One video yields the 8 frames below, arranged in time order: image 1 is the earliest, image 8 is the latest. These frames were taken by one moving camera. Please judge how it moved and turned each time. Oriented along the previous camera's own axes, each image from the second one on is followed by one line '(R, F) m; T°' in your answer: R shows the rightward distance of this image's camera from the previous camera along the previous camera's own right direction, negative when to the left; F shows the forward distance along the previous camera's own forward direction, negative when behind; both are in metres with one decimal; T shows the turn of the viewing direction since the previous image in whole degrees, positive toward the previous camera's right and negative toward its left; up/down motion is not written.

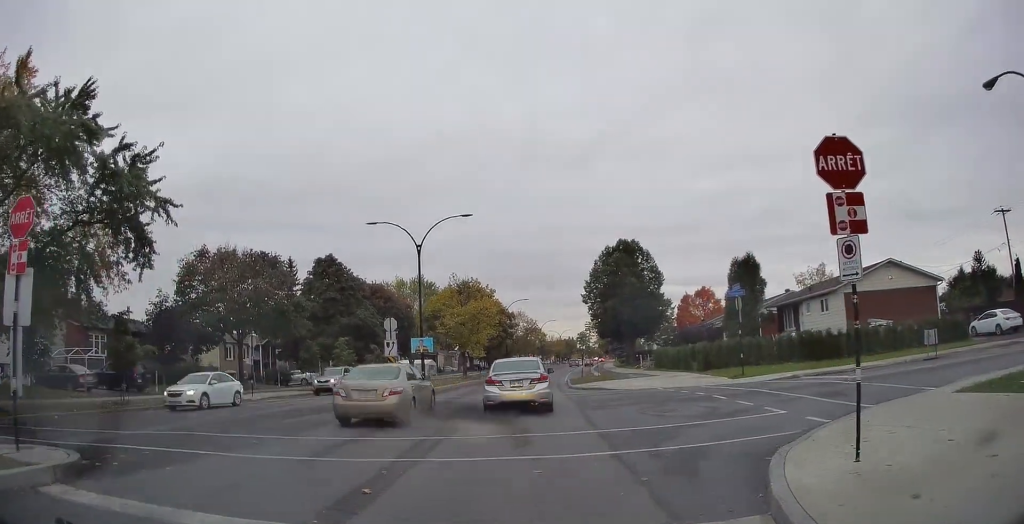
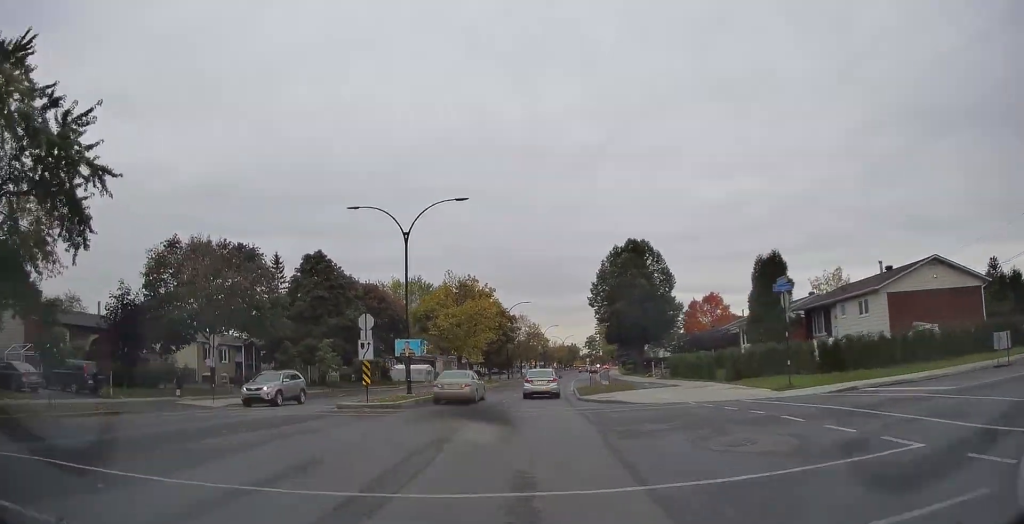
(-0.2, +7.8) m; -1°
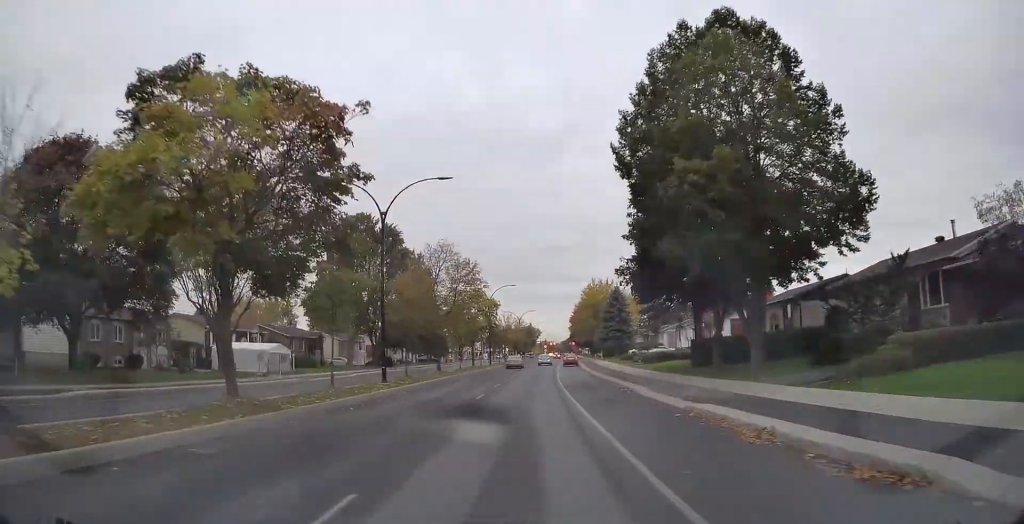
(+0.9, +48.8) m; +3°
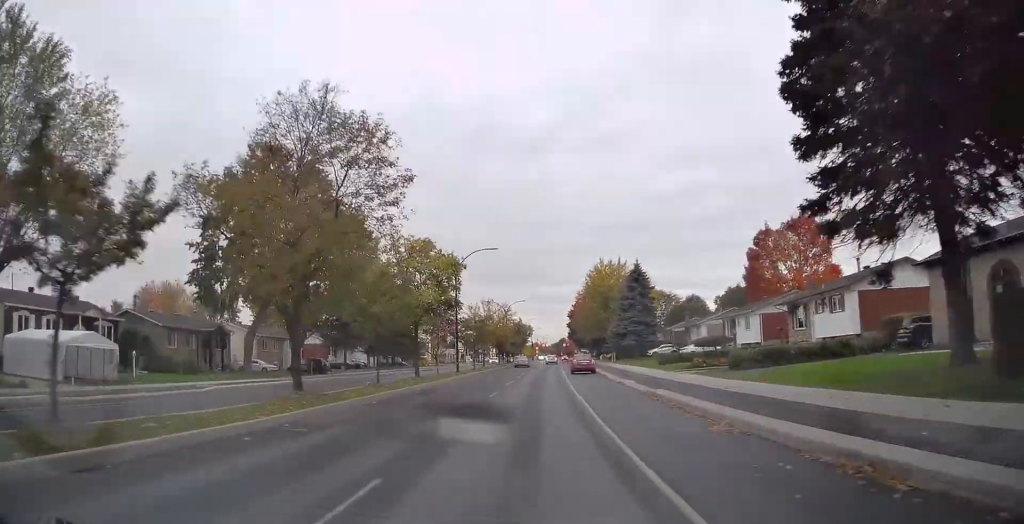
(+0.3, +24.2) m; +1°
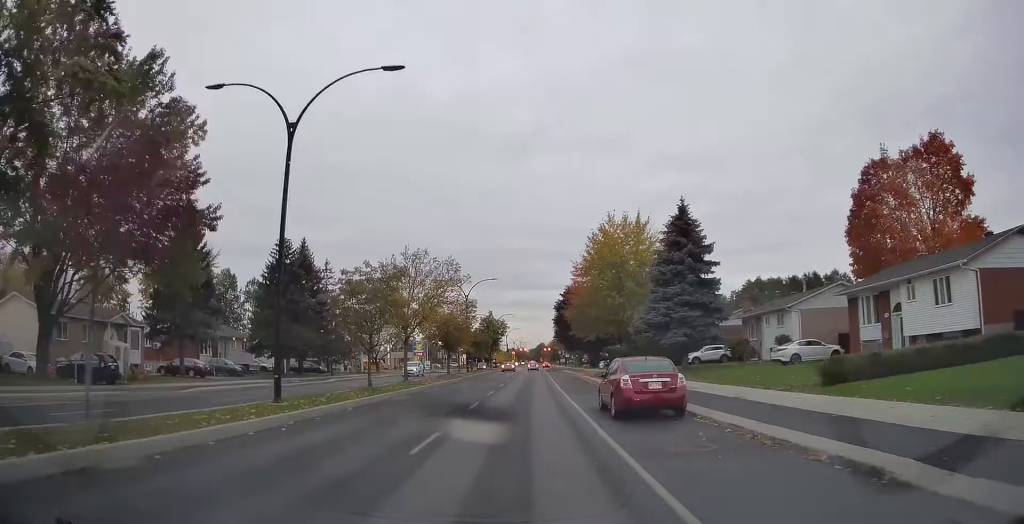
(+0.3, +28.6) m; +1°
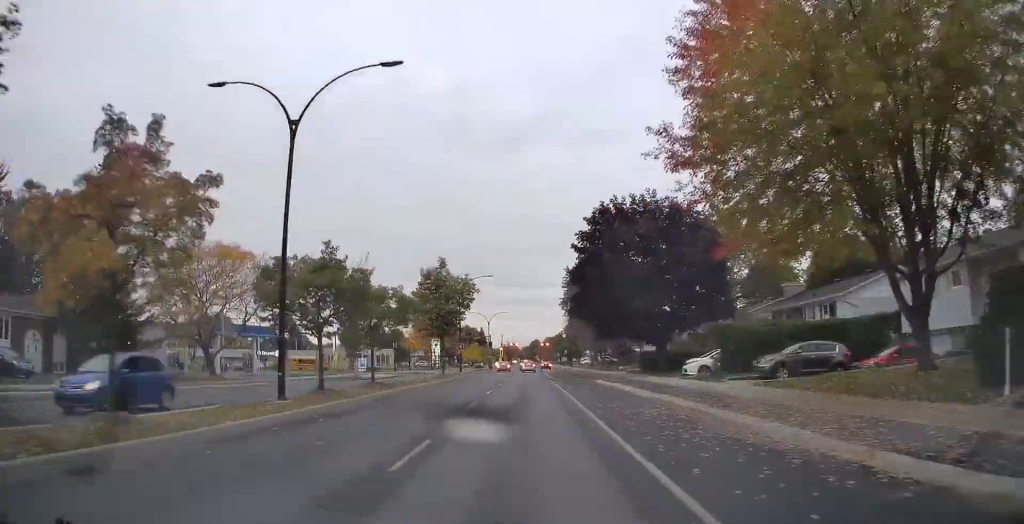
(+0.3, +43.2) m; 0°
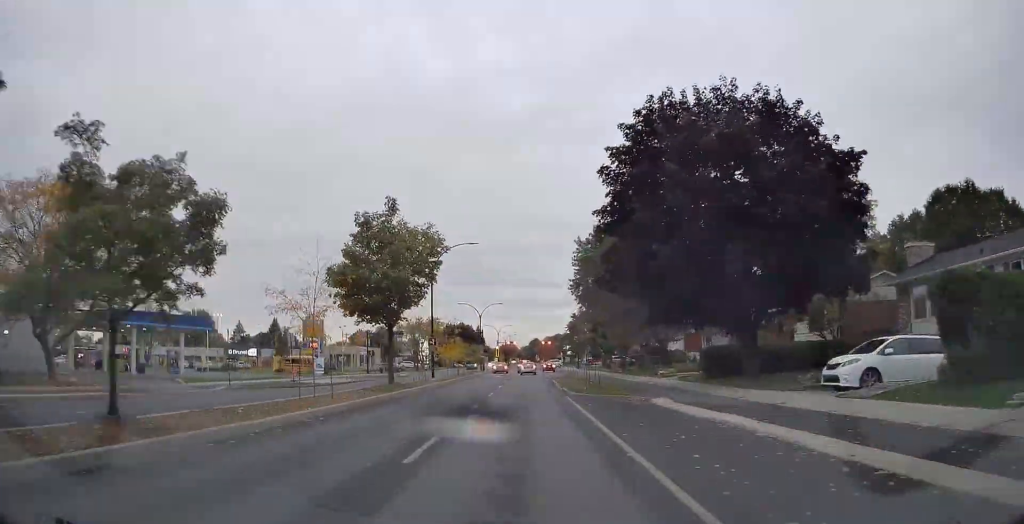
(-0.1, +15.9) m; 0°
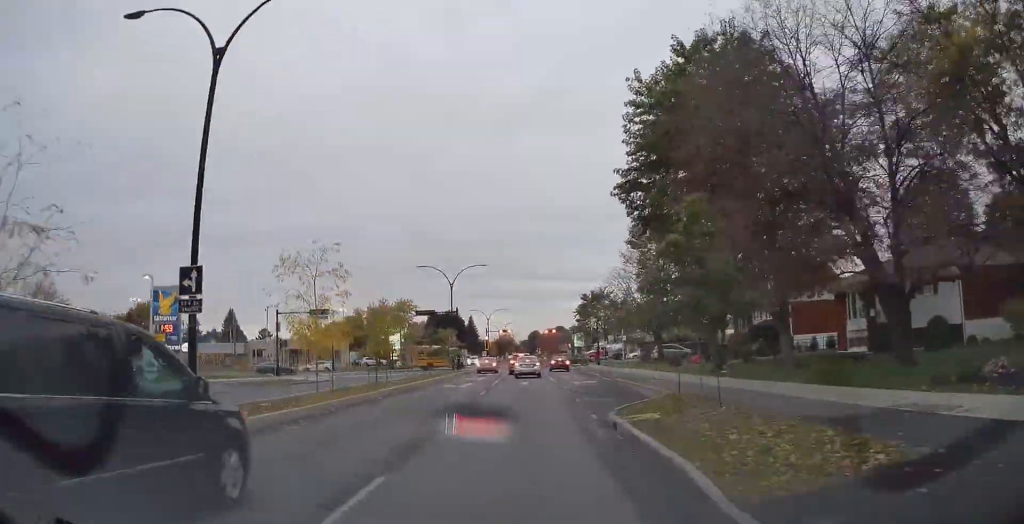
(-0.1, +27.5) m; -1°
